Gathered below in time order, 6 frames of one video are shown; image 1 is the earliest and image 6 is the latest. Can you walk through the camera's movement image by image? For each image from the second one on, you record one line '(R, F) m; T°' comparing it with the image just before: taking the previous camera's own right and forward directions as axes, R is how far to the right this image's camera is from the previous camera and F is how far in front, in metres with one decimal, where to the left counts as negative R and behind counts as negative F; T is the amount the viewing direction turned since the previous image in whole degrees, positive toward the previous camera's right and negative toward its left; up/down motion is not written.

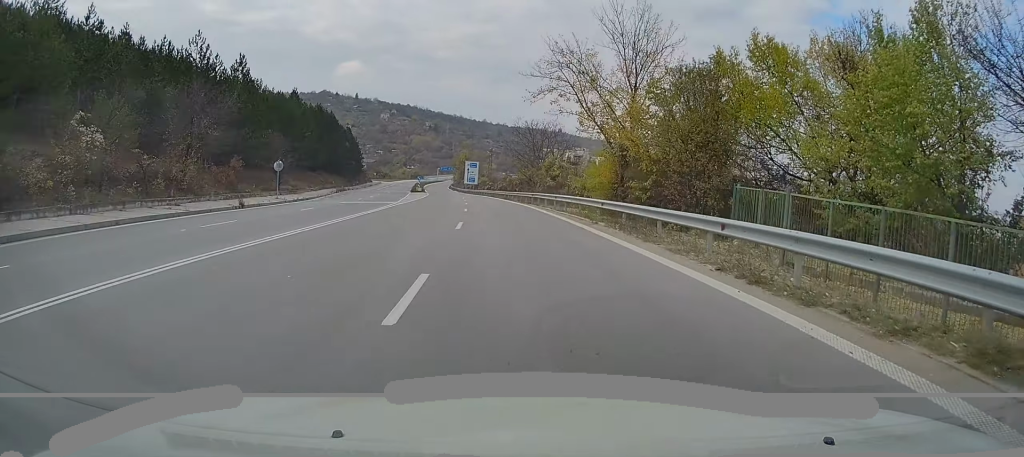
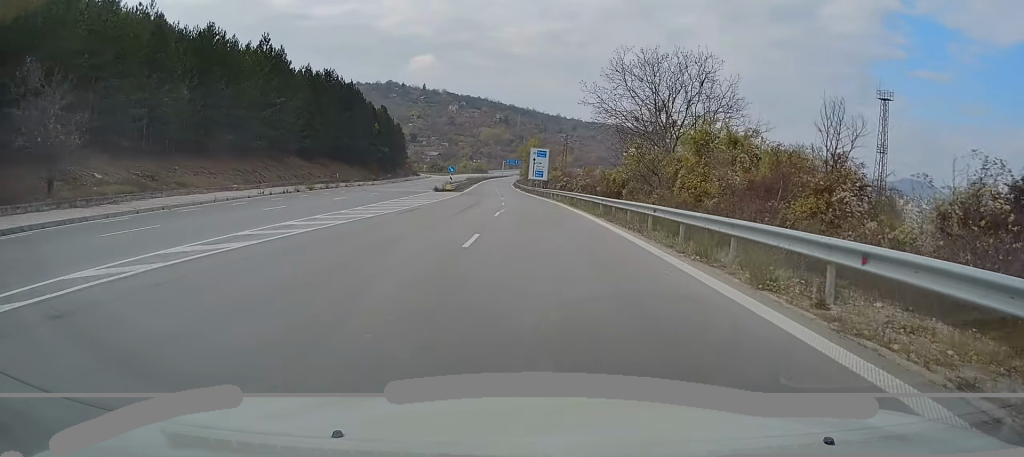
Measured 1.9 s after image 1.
(-1.5, +39.6) m; -5°
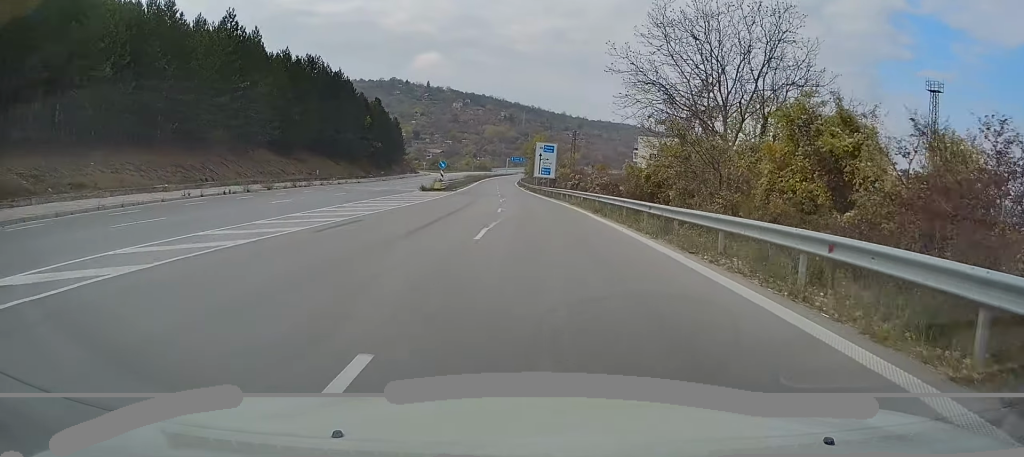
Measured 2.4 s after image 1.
(-0.1, +10.7) m; -1°
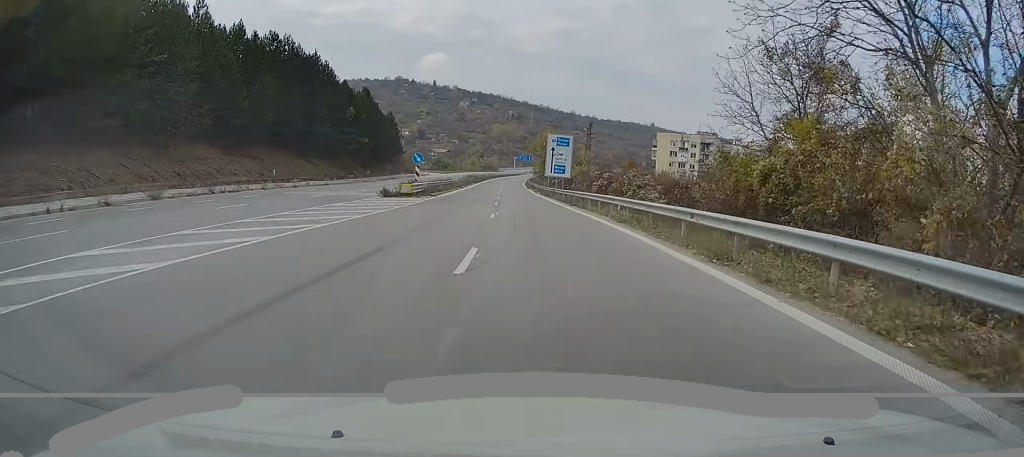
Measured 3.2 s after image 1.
(-0.7, +16.9) m; -1°
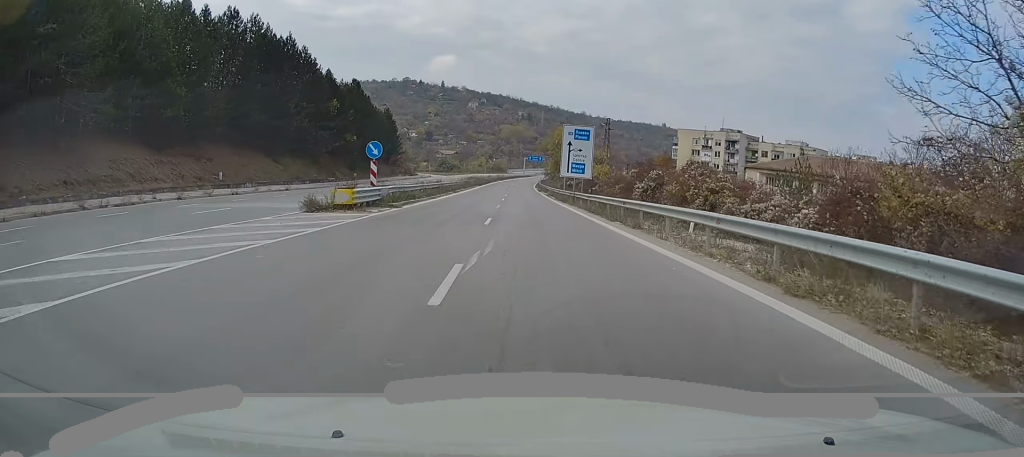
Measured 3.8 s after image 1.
(+0.2, +14.1) m; 0°
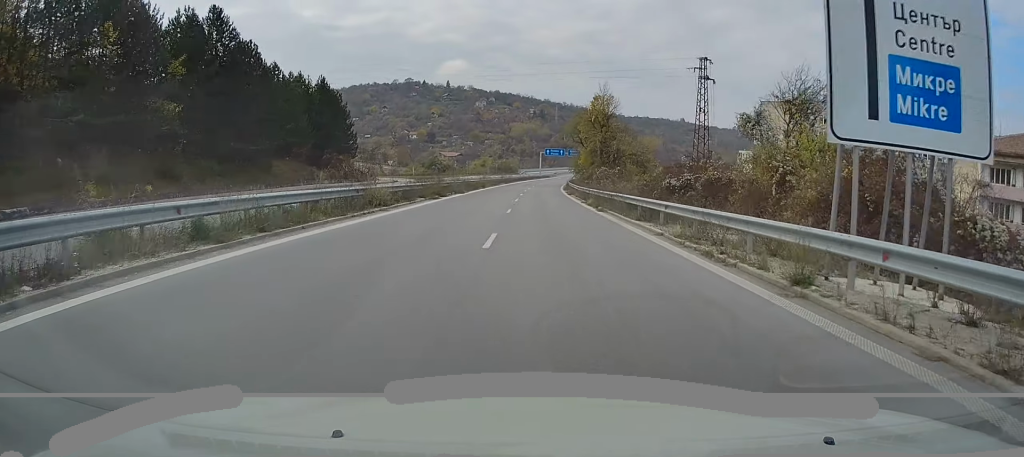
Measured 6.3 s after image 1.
(-0.9, +54.5) m; -2°
